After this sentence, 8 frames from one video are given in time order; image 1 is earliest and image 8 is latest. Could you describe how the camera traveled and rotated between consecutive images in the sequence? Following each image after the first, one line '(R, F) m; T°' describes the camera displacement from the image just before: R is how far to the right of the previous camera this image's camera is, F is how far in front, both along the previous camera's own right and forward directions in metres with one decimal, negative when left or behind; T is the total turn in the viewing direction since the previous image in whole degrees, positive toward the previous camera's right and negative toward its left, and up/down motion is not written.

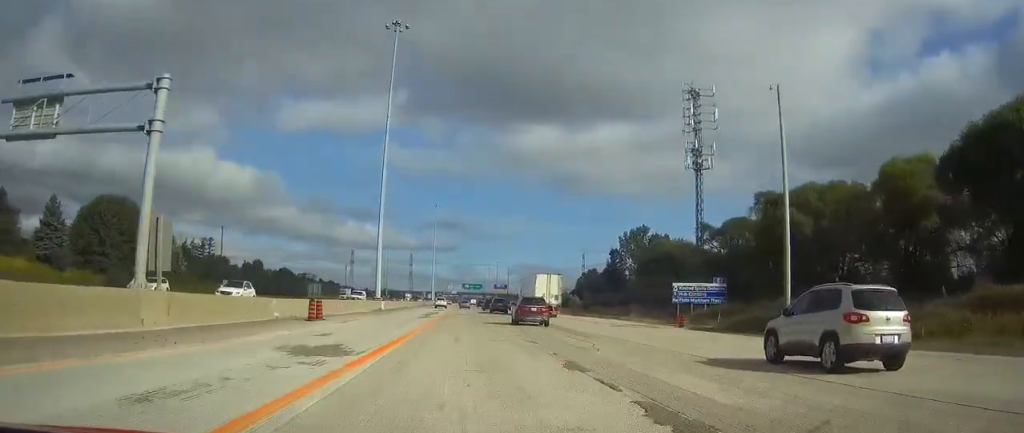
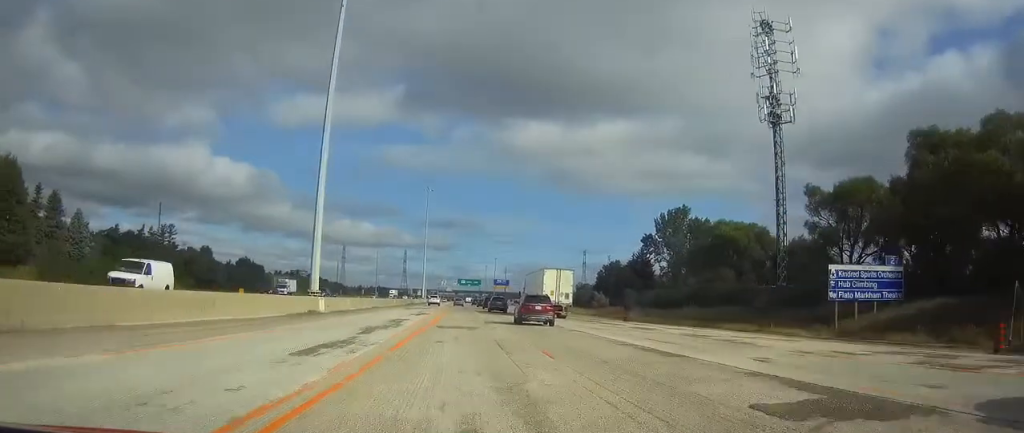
(0.0, +33.7) m; 0°
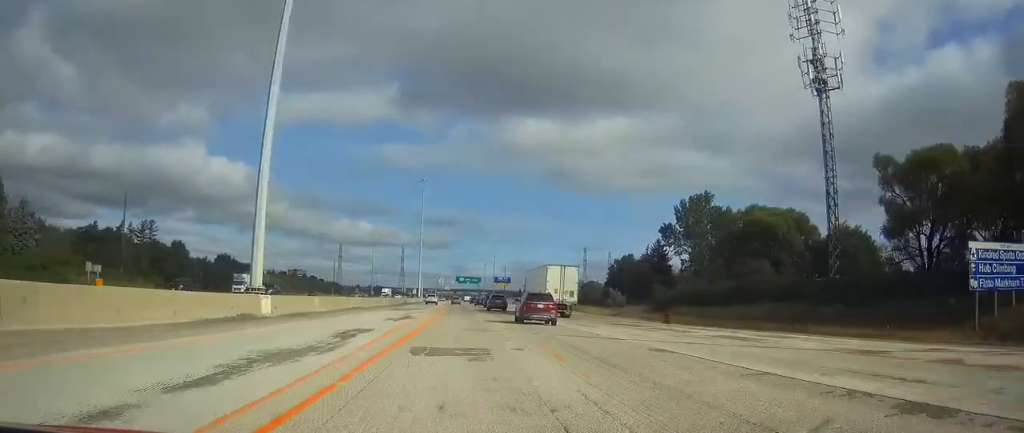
(0.0, +13.9) m; 0°
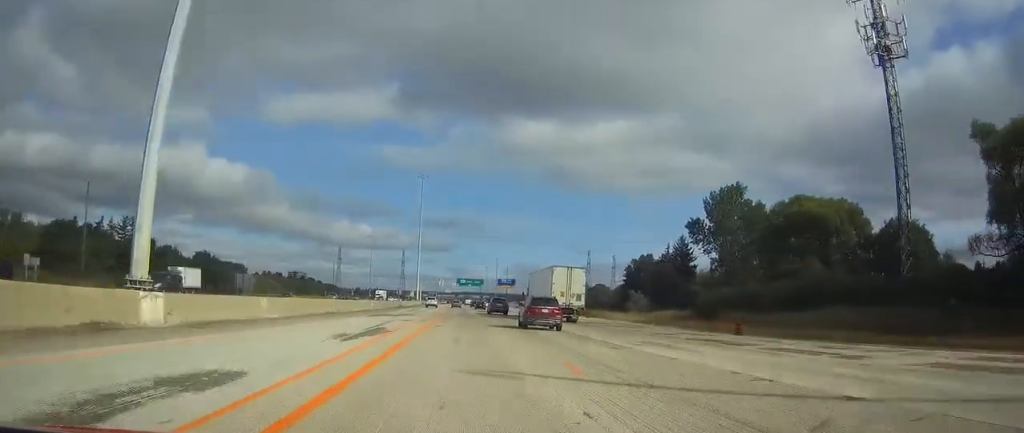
(0.0, +14.0) m; 0°
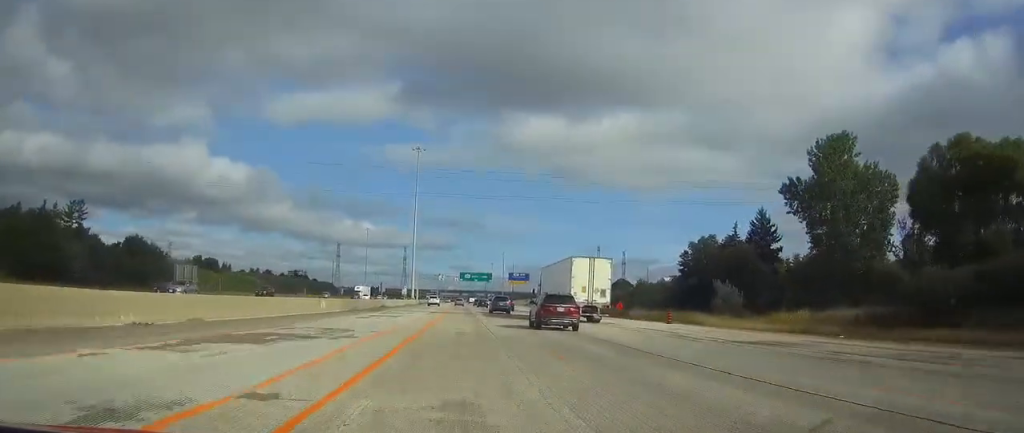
(0.0, +33.1) m; 0°
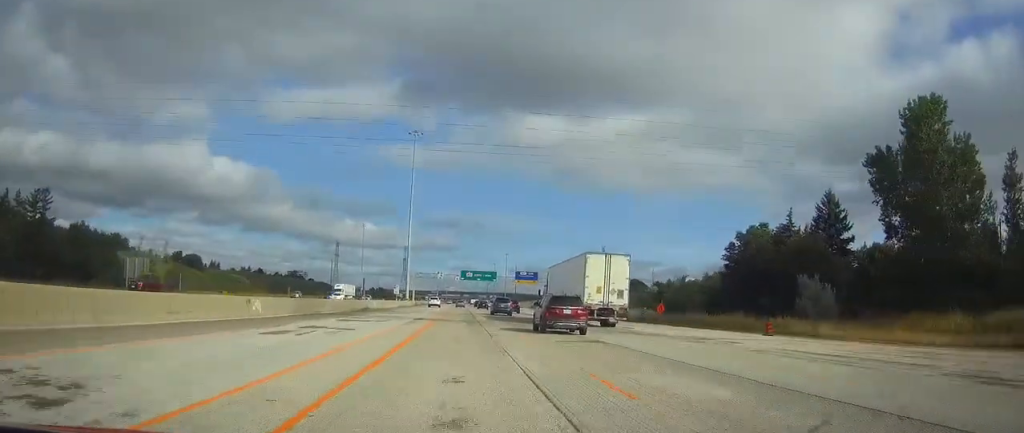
(0.0, +18.1) m; 0°
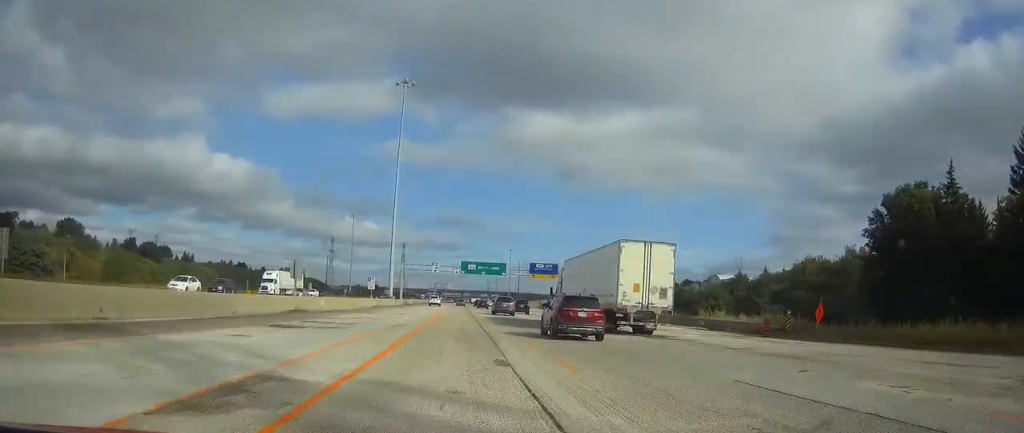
(0.0, +33.4) m; 0°
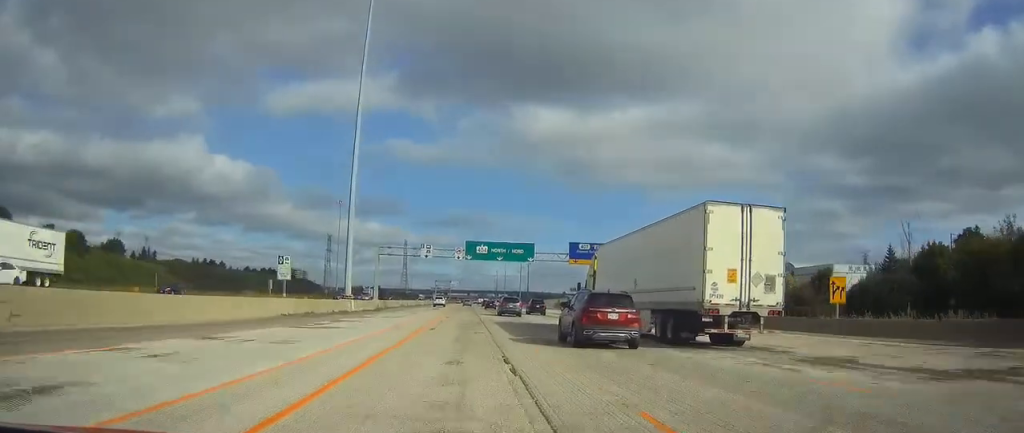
(-0.1, +43.7) m; 0°
